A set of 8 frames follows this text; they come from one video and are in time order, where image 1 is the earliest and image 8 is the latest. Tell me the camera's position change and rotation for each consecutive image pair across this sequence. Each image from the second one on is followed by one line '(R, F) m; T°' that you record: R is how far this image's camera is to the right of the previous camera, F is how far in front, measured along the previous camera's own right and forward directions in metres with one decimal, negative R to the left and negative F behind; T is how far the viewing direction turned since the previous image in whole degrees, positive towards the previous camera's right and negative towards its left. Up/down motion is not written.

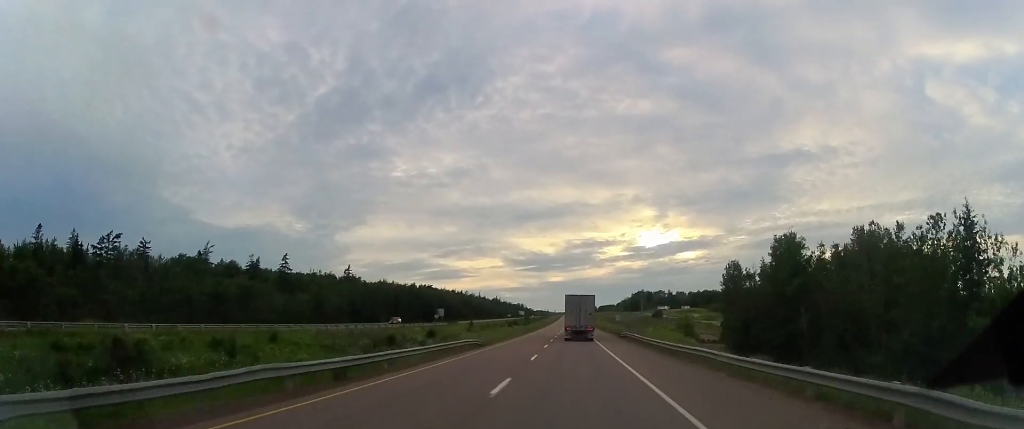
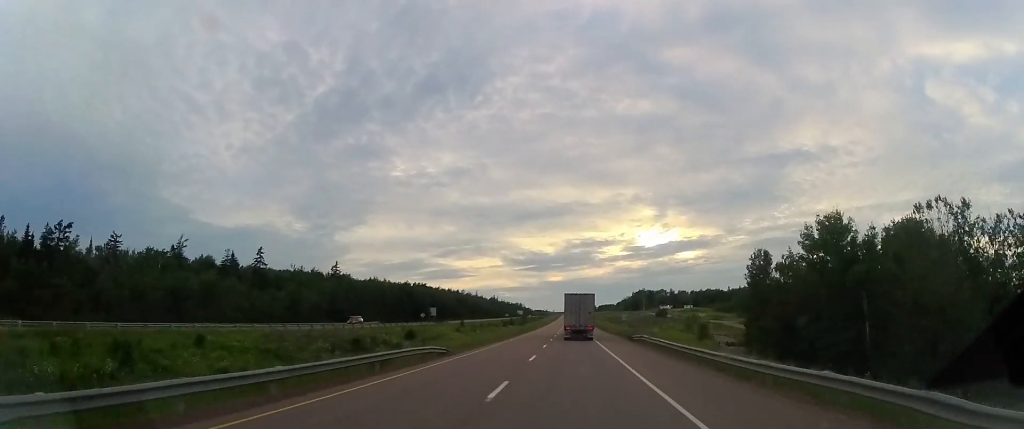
(-0.1, +12.3) m; 0°
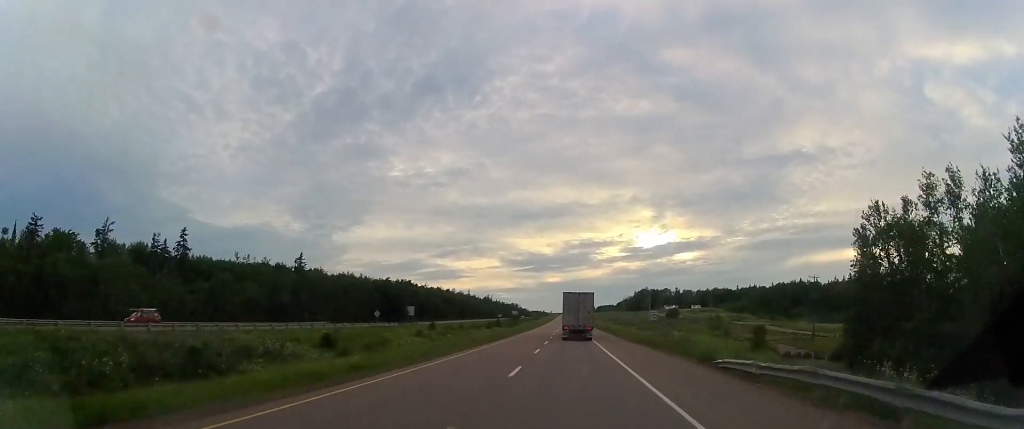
(+0.3, +29.7) m; 0°
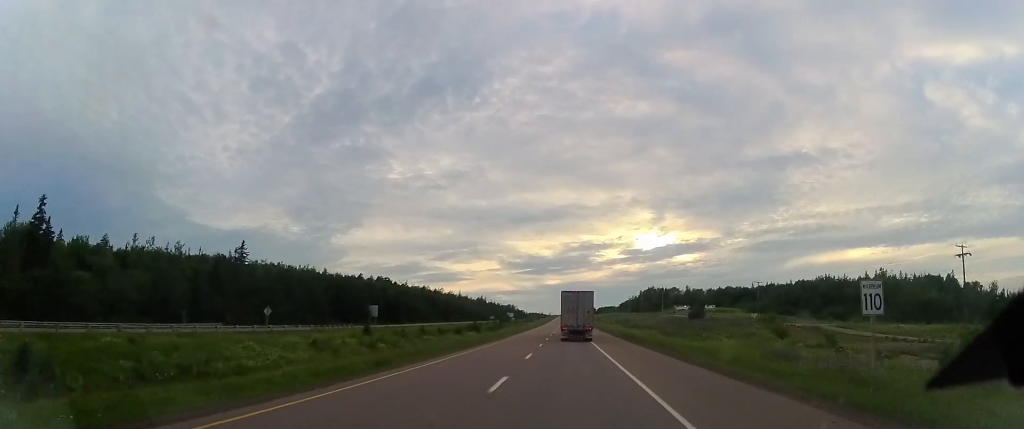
(-0.3, +38.2) m; 0°
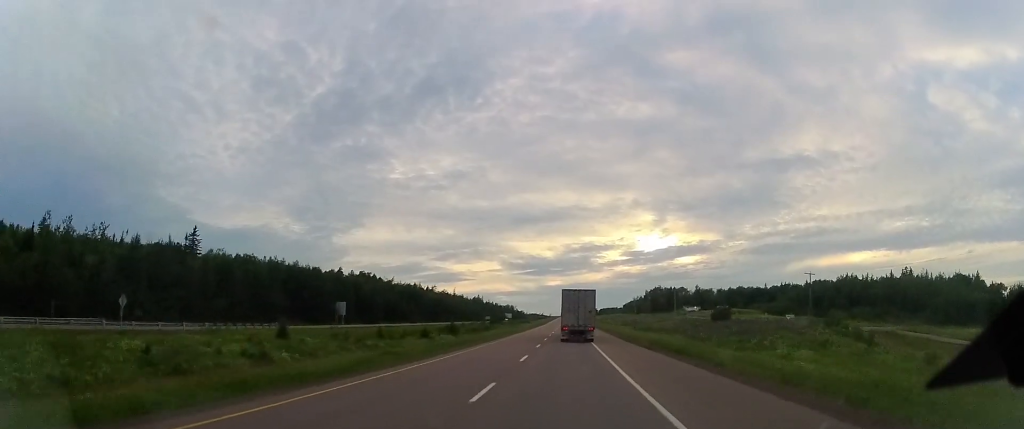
(+0.3, +25.0) m; +1°
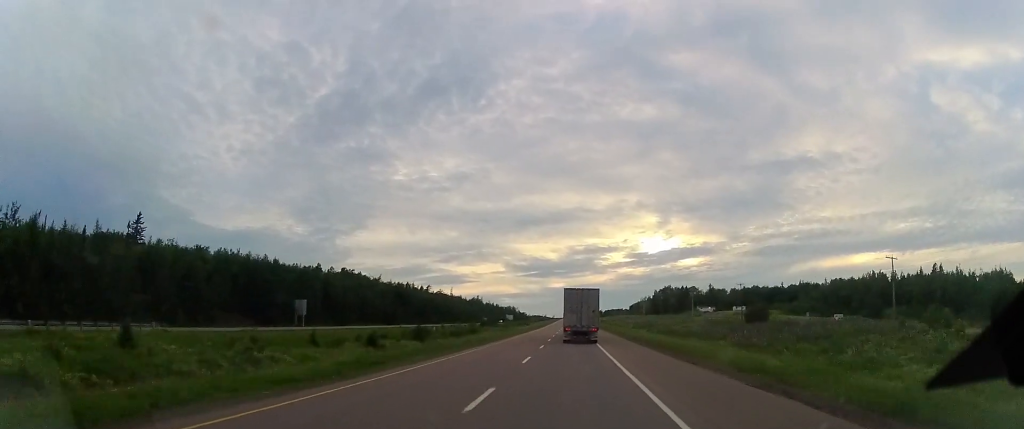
(+0.3, +24.1) m; 0°
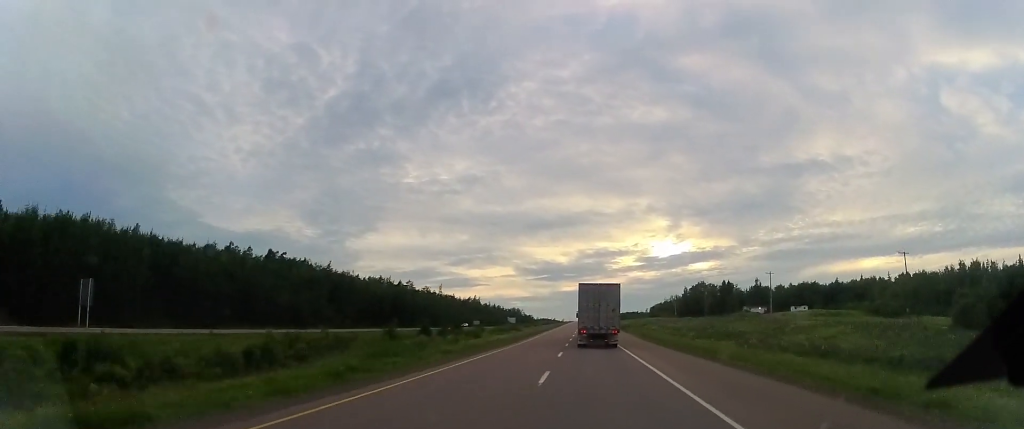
(-1.6, +64.2) m; -2°
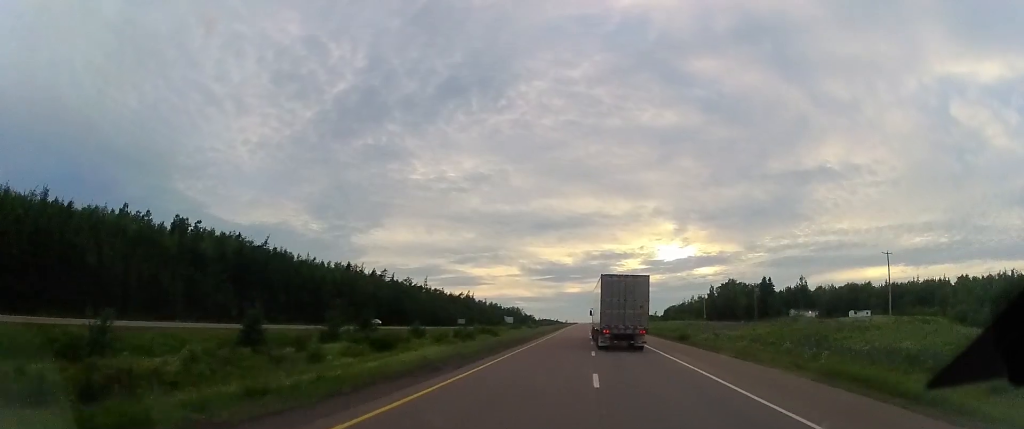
(-0.2, +45.8) m; -1°
